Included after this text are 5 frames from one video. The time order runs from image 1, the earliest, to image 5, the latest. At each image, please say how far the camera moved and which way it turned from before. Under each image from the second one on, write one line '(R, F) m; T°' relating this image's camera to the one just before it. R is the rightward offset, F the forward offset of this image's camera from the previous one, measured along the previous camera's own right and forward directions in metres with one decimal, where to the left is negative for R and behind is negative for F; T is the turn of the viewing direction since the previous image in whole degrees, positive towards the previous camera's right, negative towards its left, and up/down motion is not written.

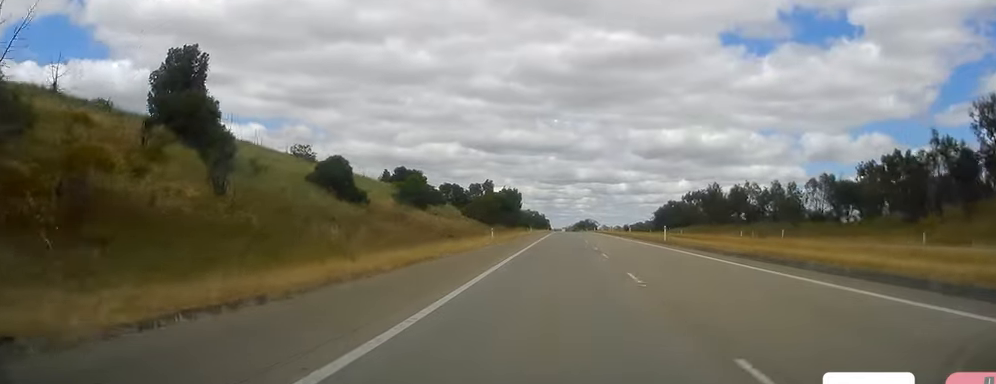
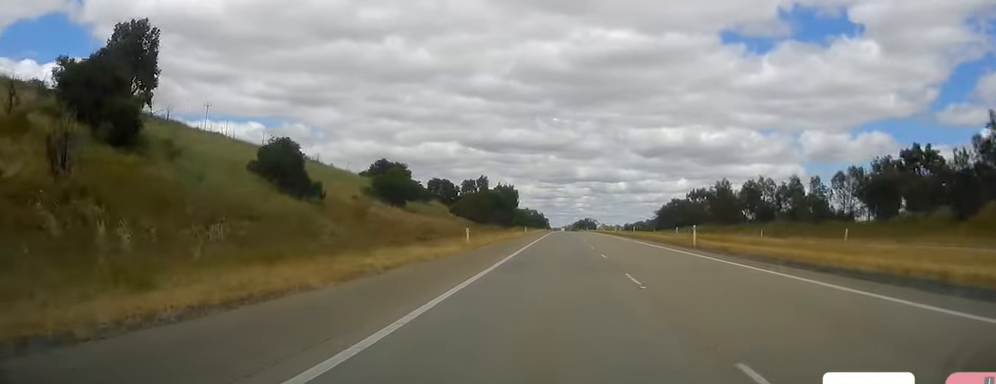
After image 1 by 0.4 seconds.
(+0.1, +12.5) m; 0°
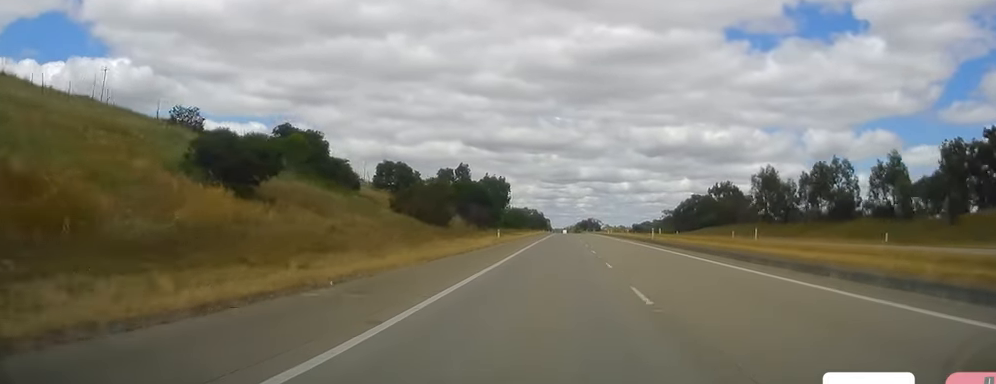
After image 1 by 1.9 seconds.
(0.0, +41.2) m; 0°
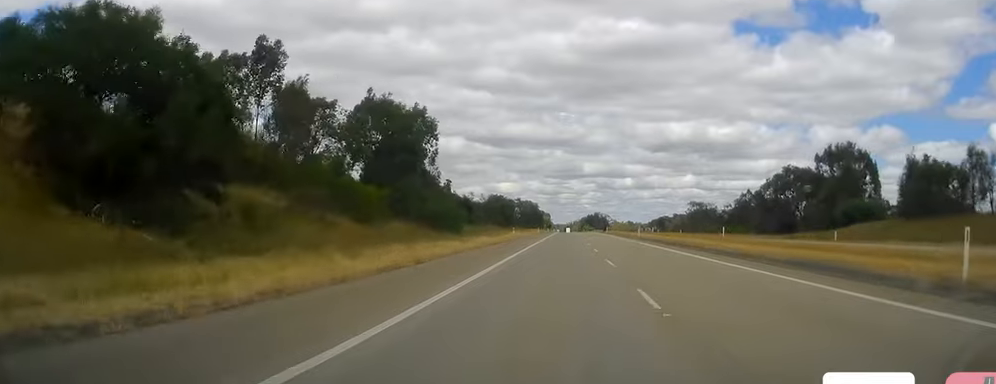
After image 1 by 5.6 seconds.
(-0.1, +106.1) m; -1°
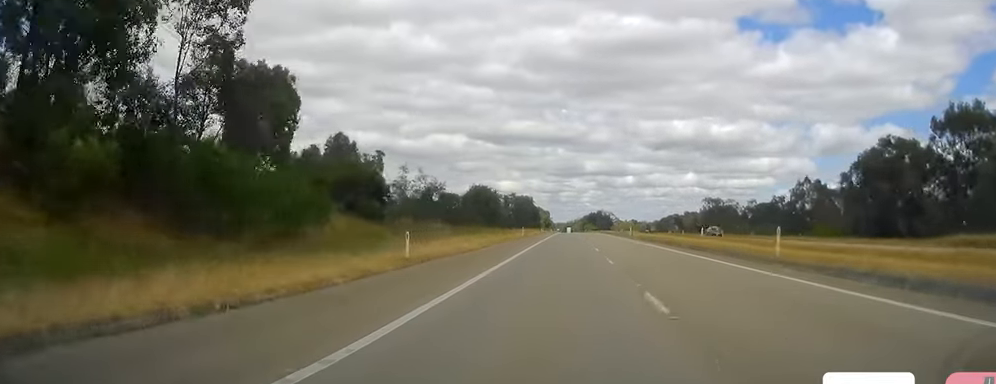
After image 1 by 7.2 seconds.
(+1.0, +48.0) m; +1°
